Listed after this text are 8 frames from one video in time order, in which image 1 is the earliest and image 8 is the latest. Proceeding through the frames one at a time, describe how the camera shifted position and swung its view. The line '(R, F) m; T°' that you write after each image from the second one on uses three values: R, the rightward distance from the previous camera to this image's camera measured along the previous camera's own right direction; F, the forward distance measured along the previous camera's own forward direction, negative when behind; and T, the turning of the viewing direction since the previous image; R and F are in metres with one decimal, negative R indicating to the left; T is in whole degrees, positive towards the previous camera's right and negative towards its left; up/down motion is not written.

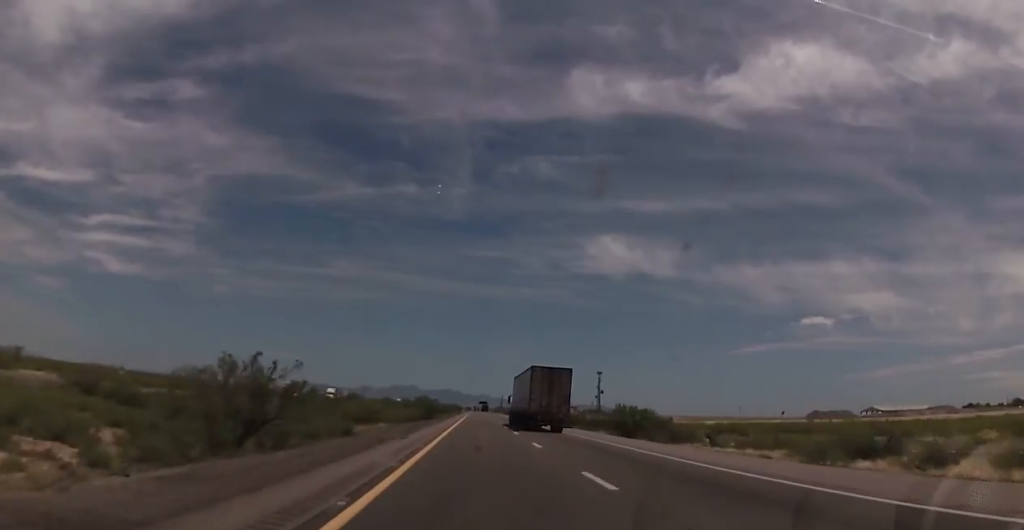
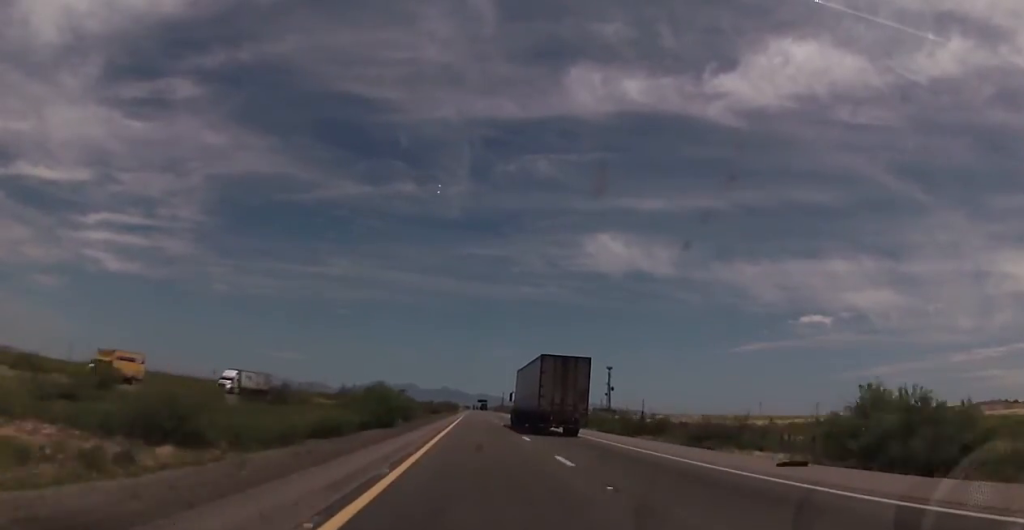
(+0.6, +44.6) m; +1°
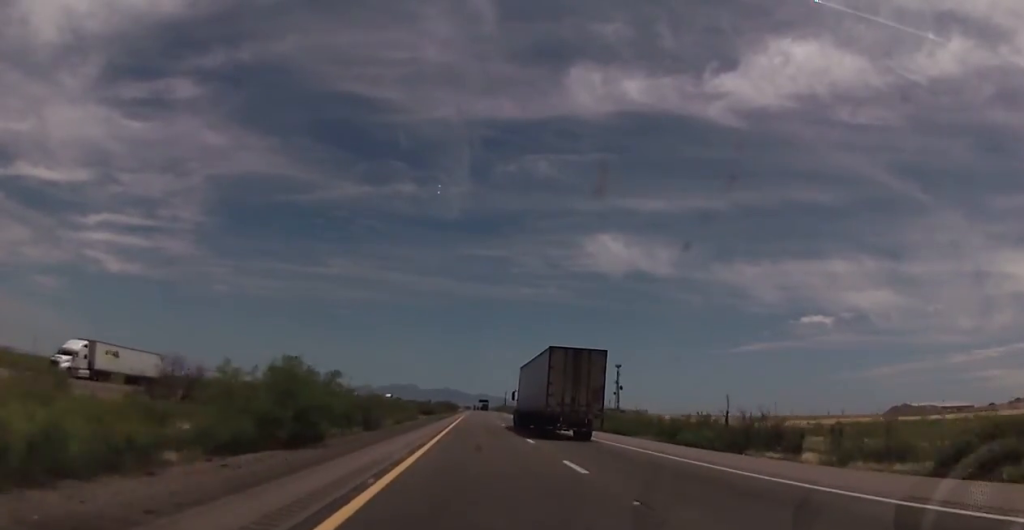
(+0.1, +26.5) m; -1°
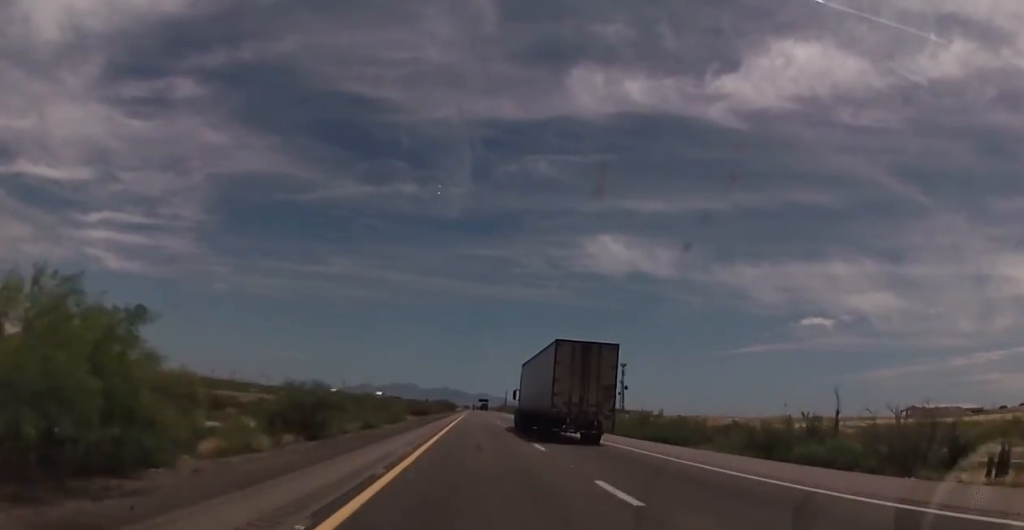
(-0.1, +16.9) m; 0°
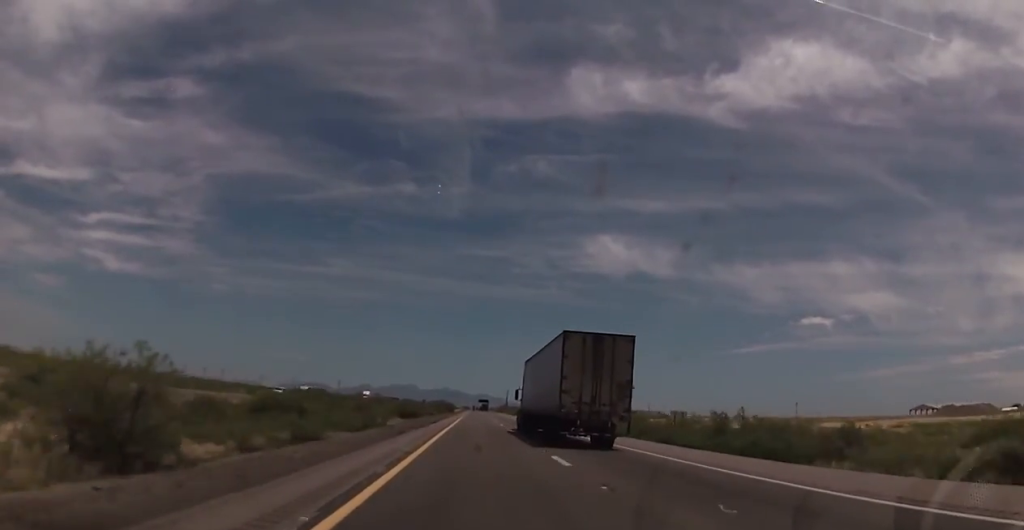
(-0.3, +18.1) m; 0°
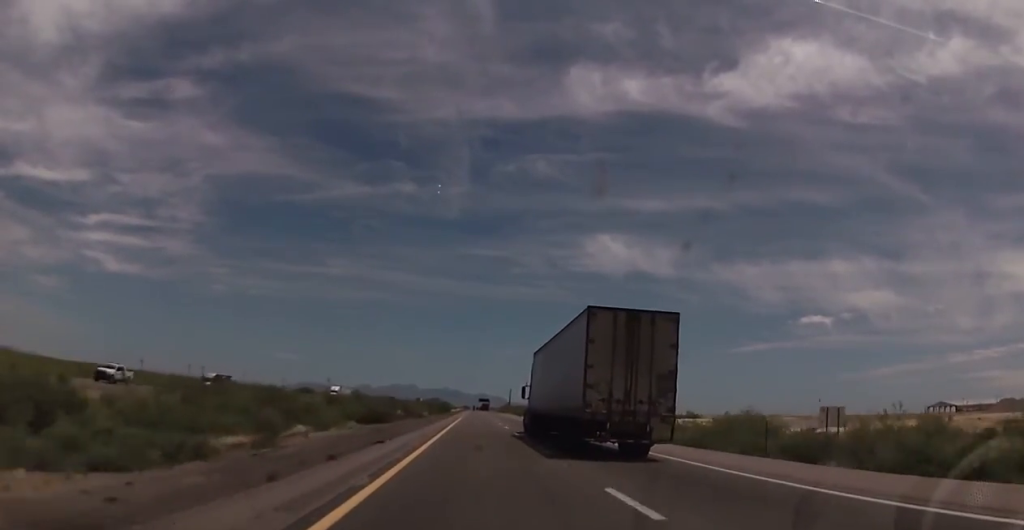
(+0.3, +32.4) m; +1°
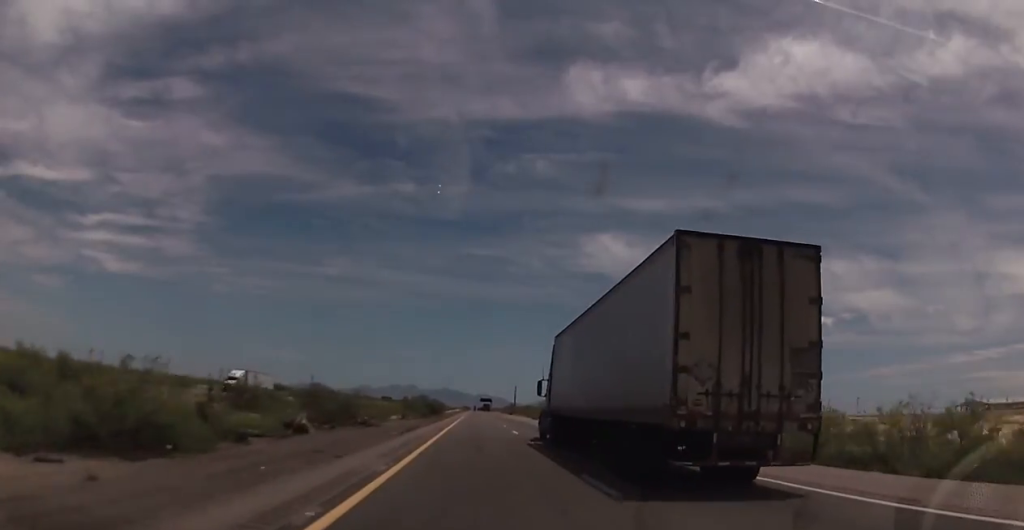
(+0.2, +46.5) m; -1°
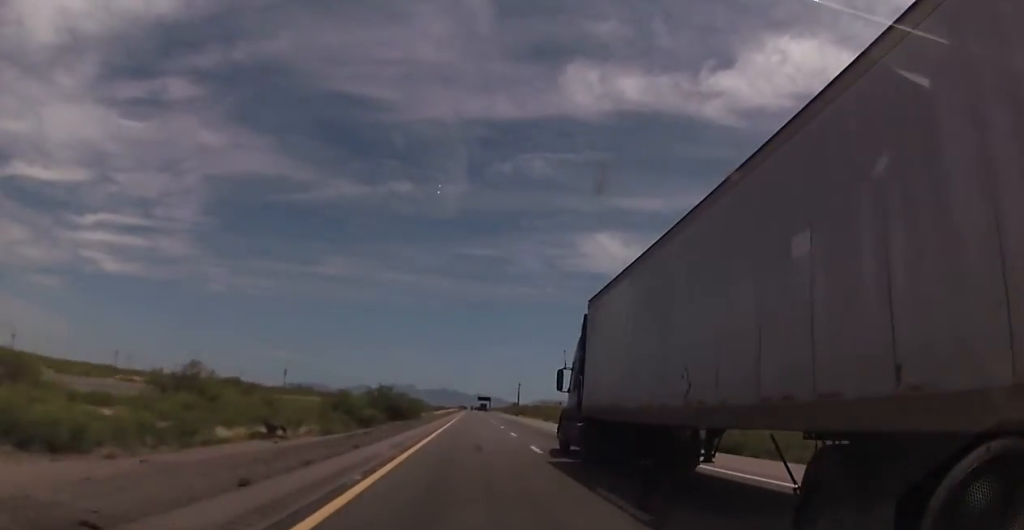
(-0.3, +51.2) m; 0°
